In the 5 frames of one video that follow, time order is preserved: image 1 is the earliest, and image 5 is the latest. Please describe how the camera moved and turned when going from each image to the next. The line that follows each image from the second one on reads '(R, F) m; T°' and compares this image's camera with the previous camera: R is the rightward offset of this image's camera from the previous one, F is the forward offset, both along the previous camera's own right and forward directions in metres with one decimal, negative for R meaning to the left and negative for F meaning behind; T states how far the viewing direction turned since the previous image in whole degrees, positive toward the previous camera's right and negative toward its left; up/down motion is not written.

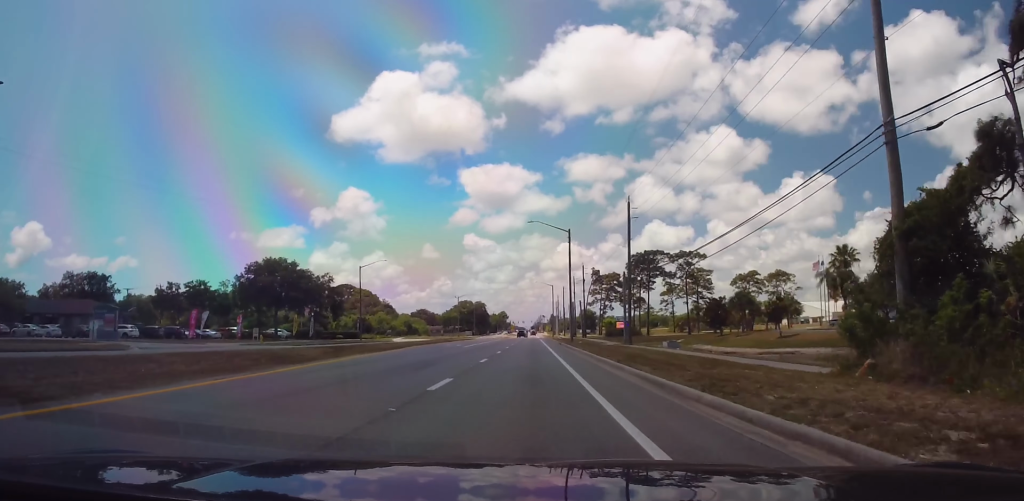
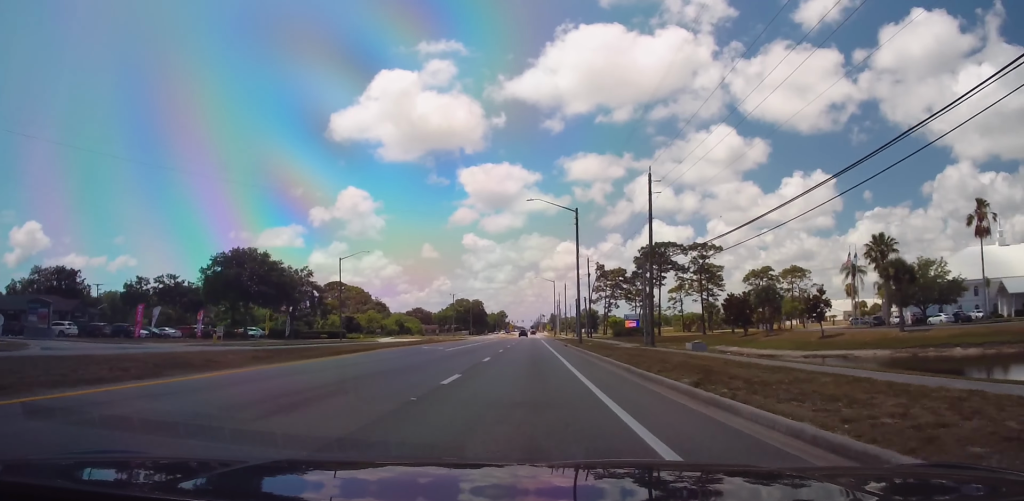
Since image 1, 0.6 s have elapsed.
(0.0, +10.6) m; 0°
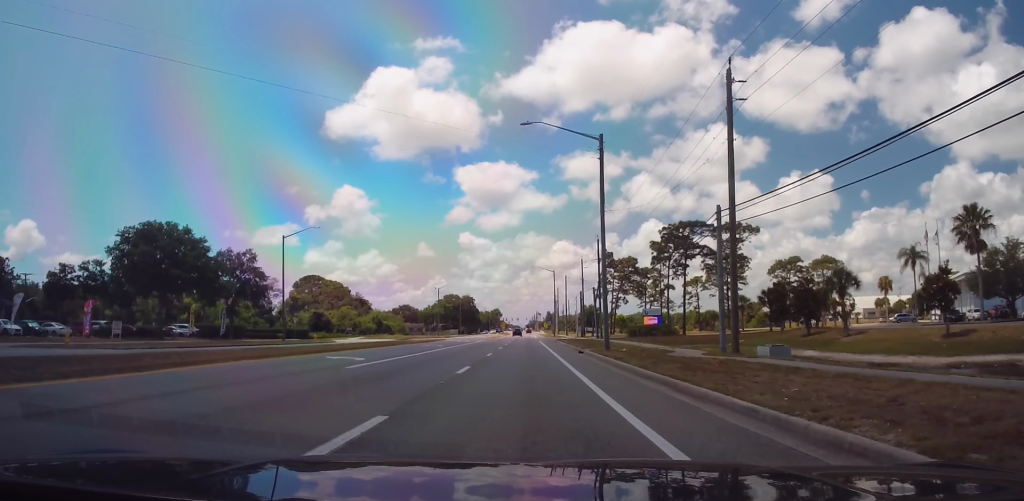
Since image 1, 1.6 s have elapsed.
(0.0, +20.1) m; 0°
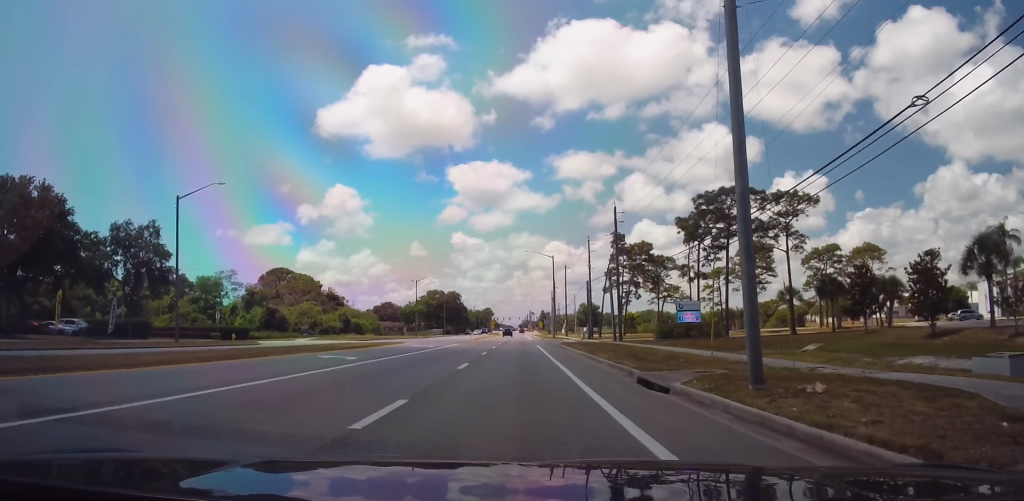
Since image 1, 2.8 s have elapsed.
(0.0, +21.8) m; 0°
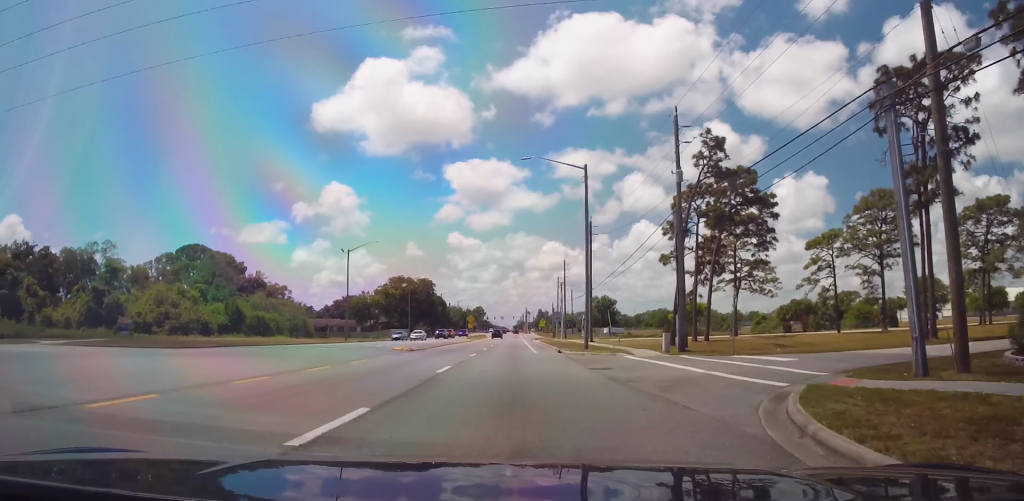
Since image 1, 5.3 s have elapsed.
(0.0, +49.5) m; 0°
